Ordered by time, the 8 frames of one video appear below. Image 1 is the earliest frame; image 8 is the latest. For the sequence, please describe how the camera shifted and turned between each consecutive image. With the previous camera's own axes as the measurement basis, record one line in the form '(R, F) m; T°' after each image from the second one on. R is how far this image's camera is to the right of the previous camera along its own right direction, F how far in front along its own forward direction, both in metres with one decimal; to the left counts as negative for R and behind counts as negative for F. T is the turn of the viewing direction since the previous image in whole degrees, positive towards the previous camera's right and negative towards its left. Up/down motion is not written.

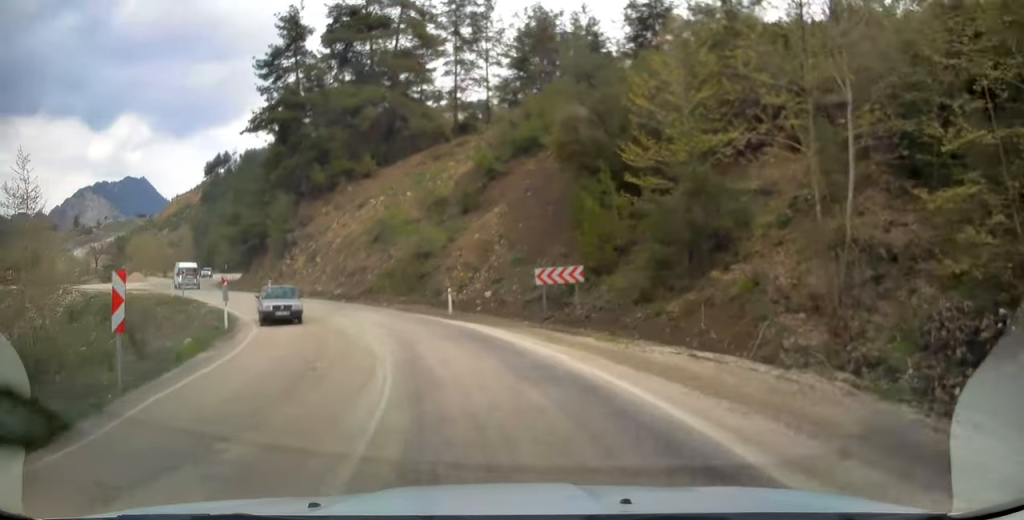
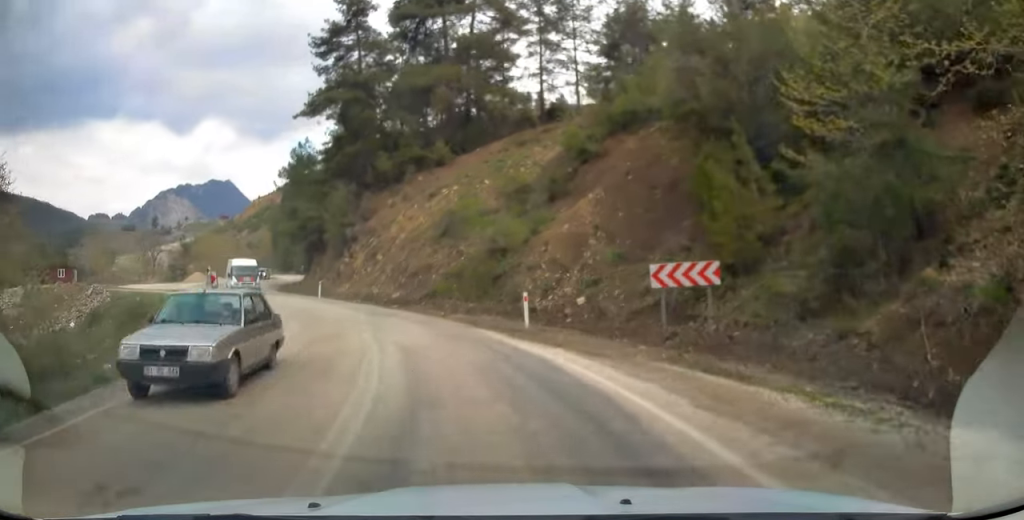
(-0.3, +6.7) m; -8°
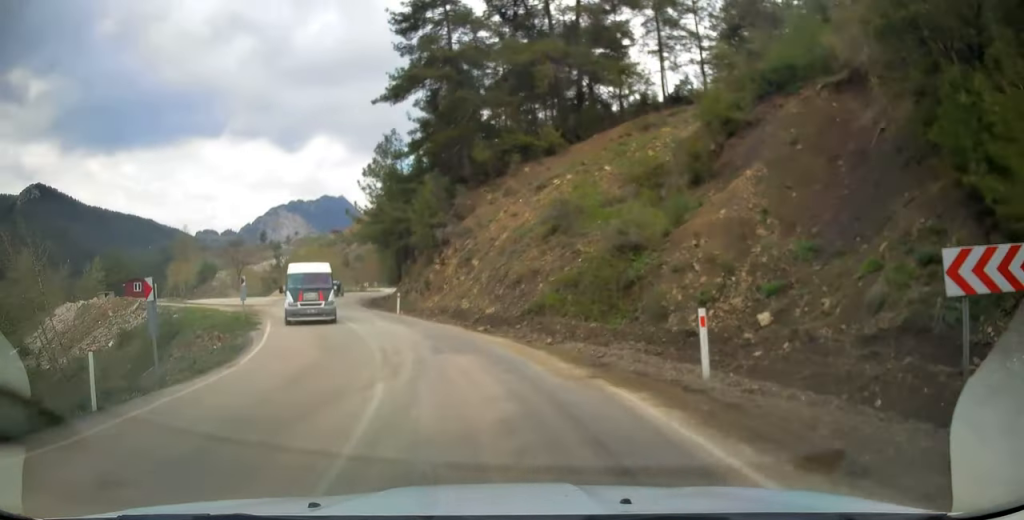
(-0.7, +7.8) m; -12°
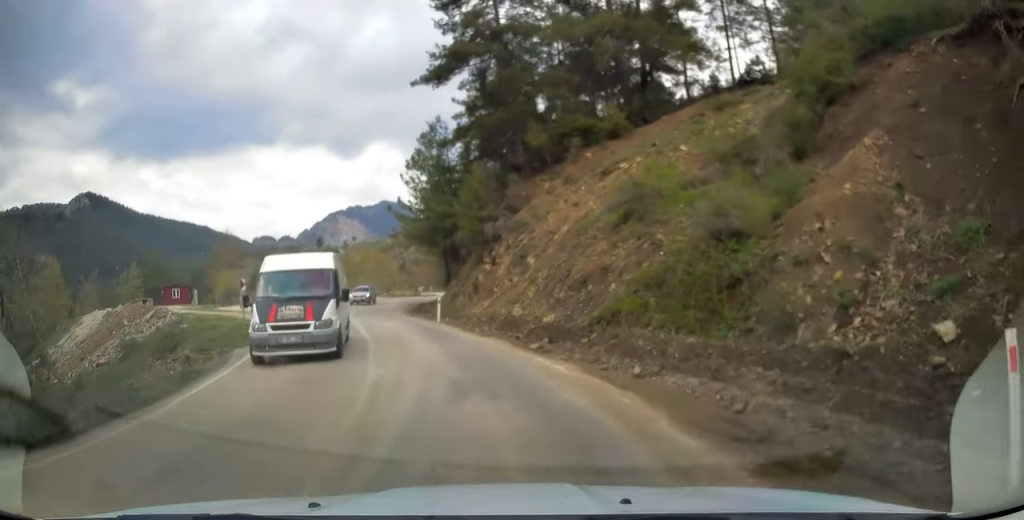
(-0.6, +4.9) m; -7°
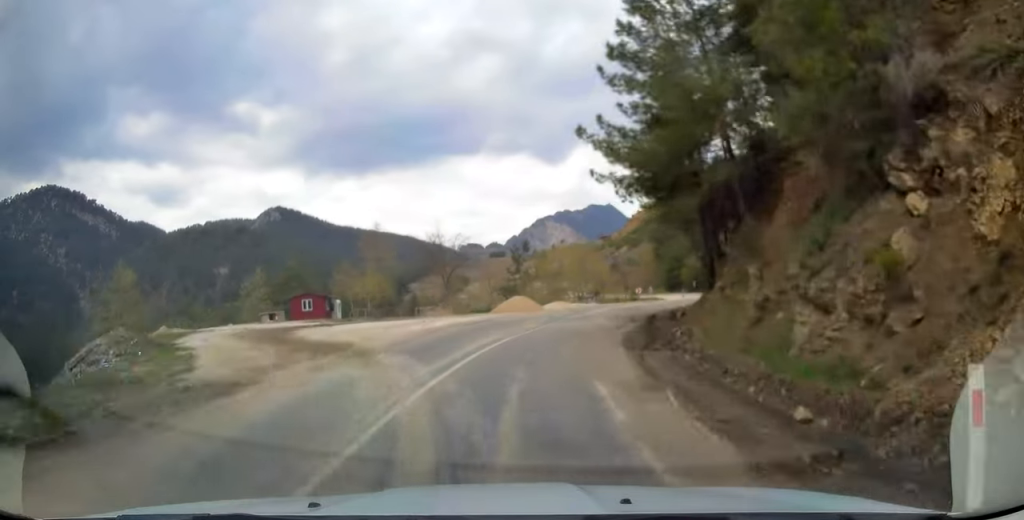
(-5.4, +23.3) m; -18°
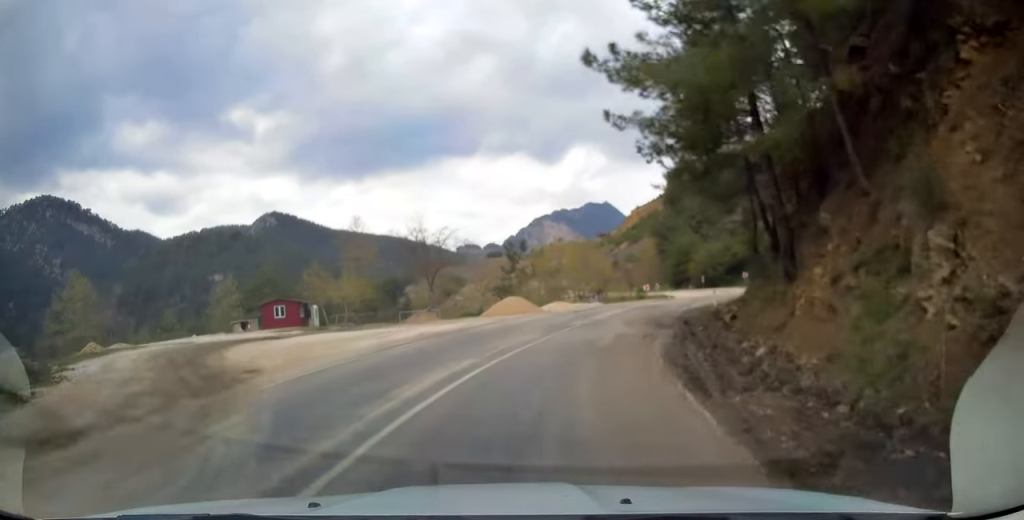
(-0.1, +7.6) m; 0°
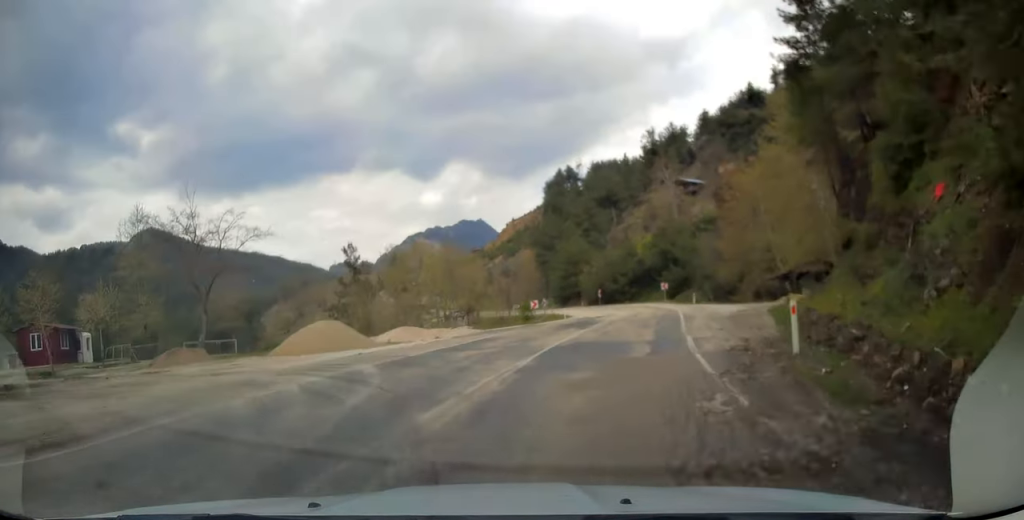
(+1.4, +20.4) m; +10°
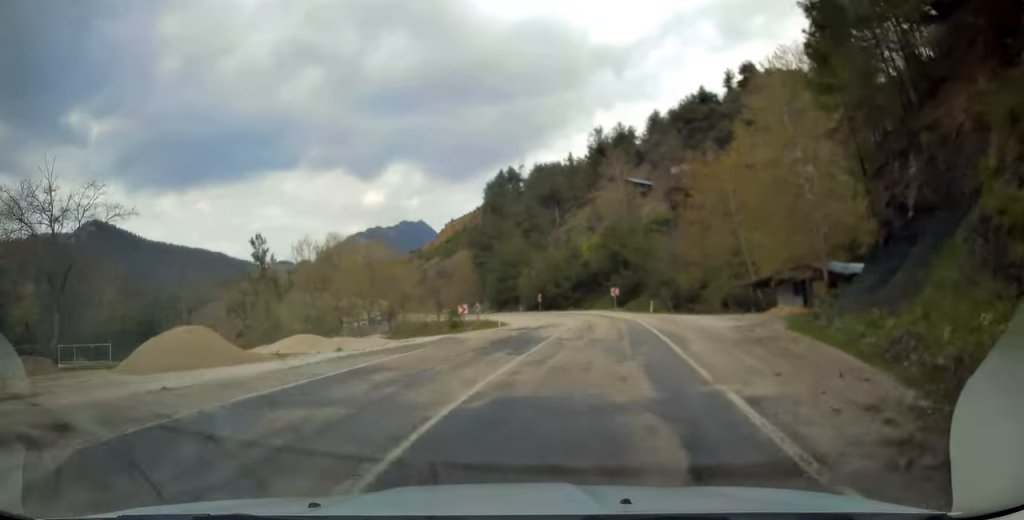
(+0.2, +7.6) m; +5°
